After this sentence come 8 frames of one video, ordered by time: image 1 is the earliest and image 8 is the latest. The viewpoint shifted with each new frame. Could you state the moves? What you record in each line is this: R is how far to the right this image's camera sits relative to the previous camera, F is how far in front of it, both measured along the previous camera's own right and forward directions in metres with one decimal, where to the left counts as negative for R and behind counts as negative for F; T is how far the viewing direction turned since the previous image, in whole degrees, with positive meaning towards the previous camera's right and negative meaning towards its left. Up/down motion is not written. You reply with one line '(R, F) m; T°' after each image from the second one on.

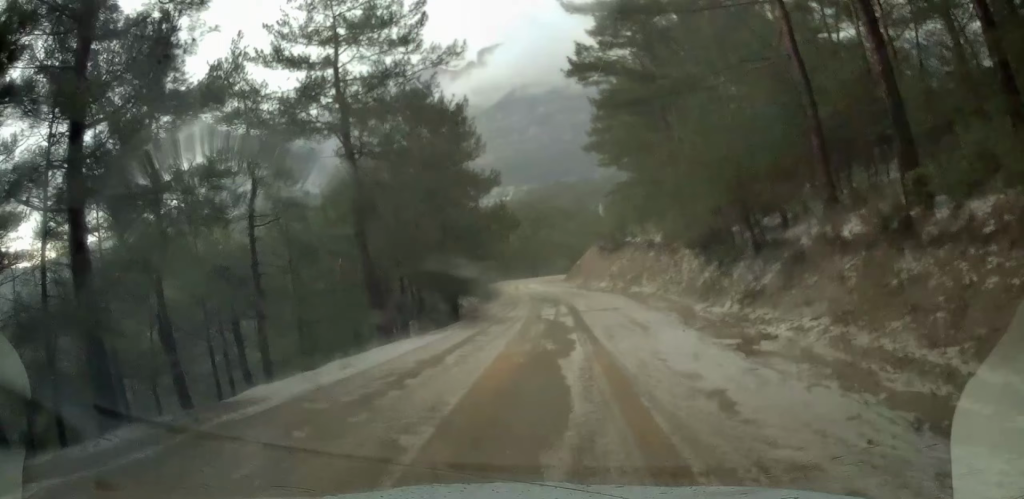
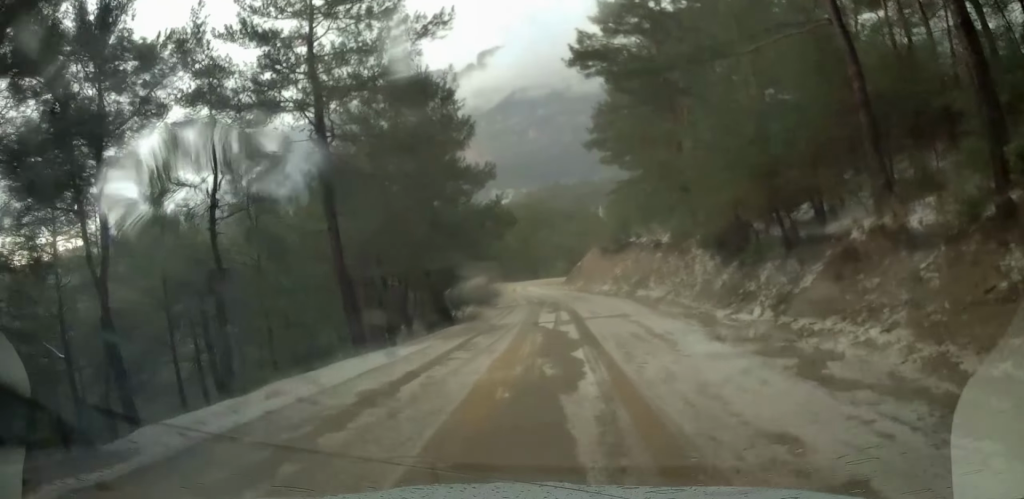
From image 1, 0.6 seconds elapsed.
(0.0, +3.5) m; 0°
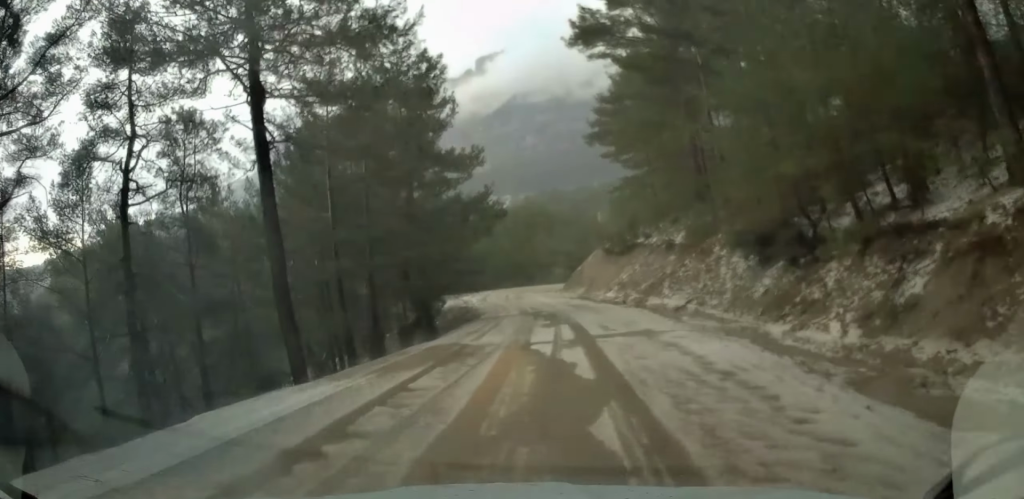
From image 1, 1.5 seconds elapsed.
(-0.1, +5.6) m; -3°
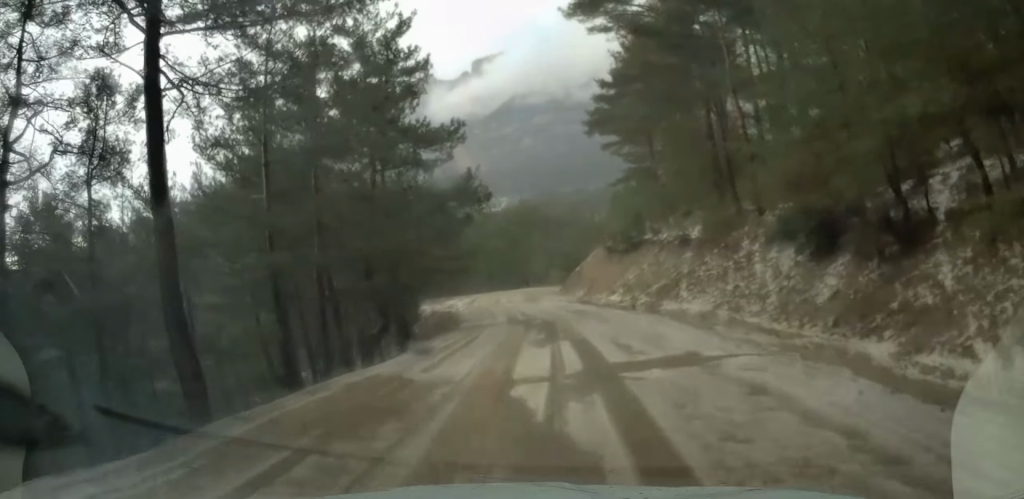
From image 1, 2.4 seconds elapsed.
(-0.3, +5.5) m; -2°
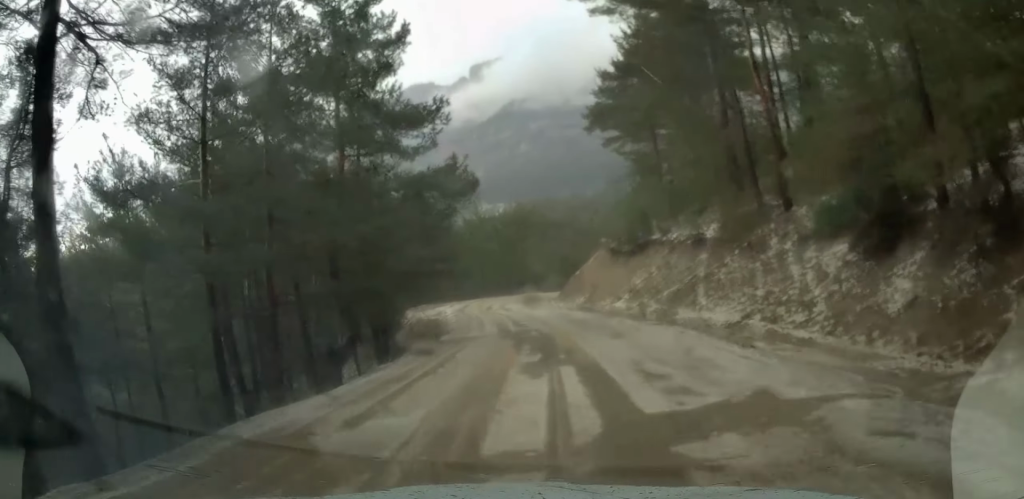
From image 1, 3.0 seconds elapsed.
(0.0, +3.9) m; +1°
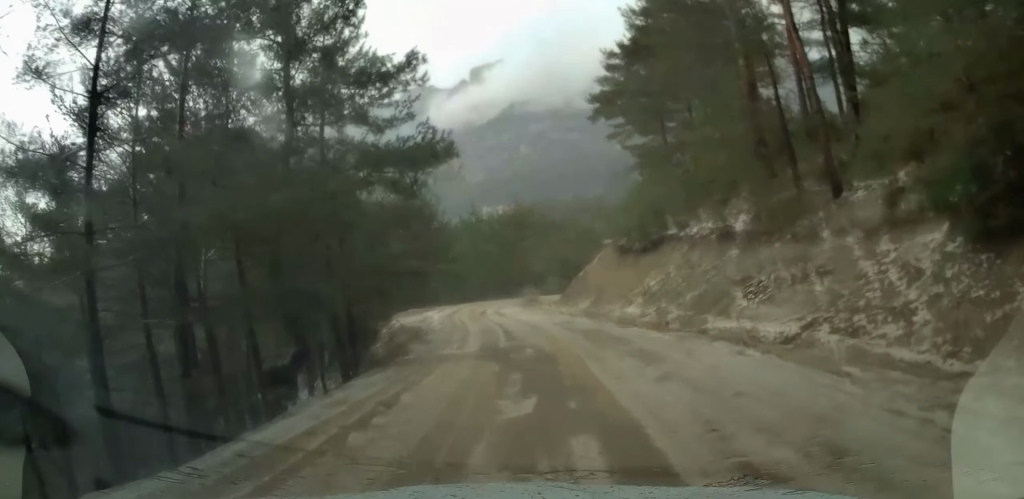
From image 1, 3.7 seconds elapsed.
(0.0, +4.8) m; +1°
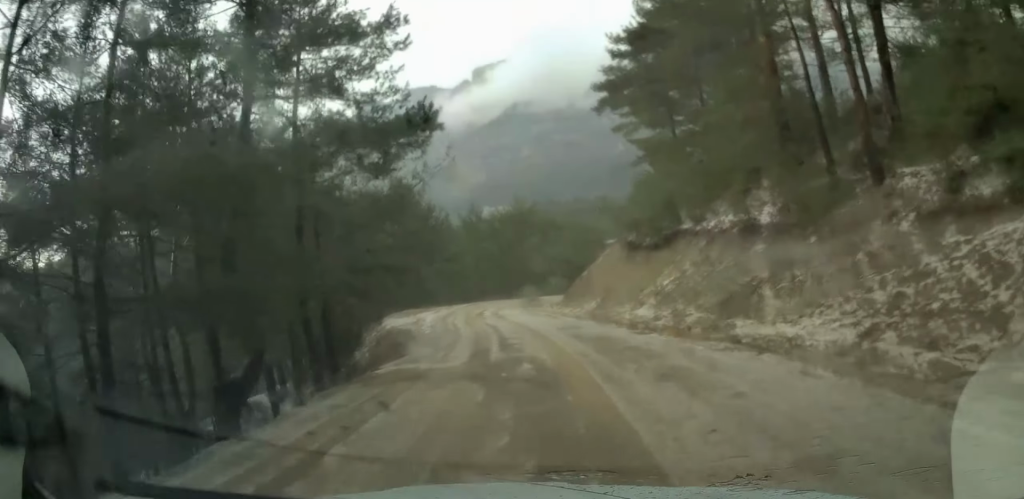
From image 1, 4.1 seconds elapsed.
(+0.1, +2.9) m; 0°
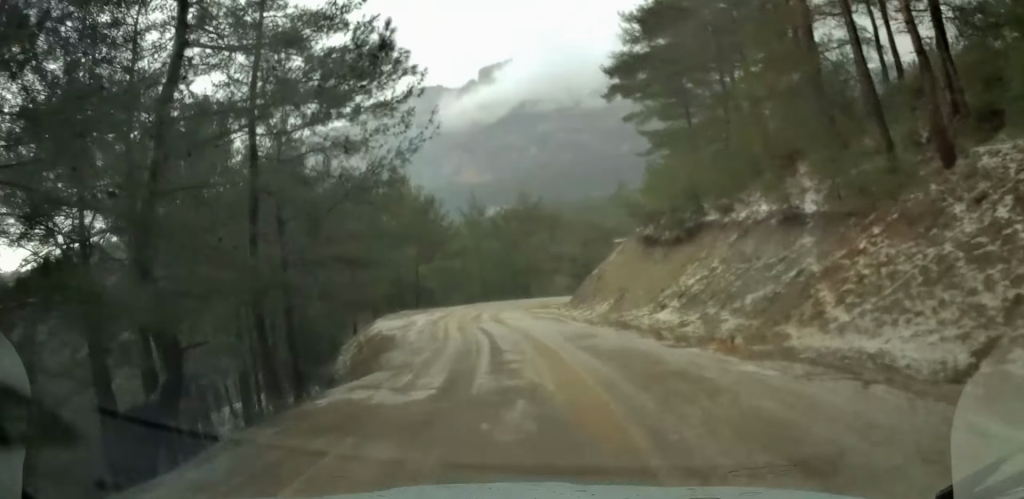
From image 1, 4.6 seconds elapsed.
(+0.1, +3.7) m; 0°
